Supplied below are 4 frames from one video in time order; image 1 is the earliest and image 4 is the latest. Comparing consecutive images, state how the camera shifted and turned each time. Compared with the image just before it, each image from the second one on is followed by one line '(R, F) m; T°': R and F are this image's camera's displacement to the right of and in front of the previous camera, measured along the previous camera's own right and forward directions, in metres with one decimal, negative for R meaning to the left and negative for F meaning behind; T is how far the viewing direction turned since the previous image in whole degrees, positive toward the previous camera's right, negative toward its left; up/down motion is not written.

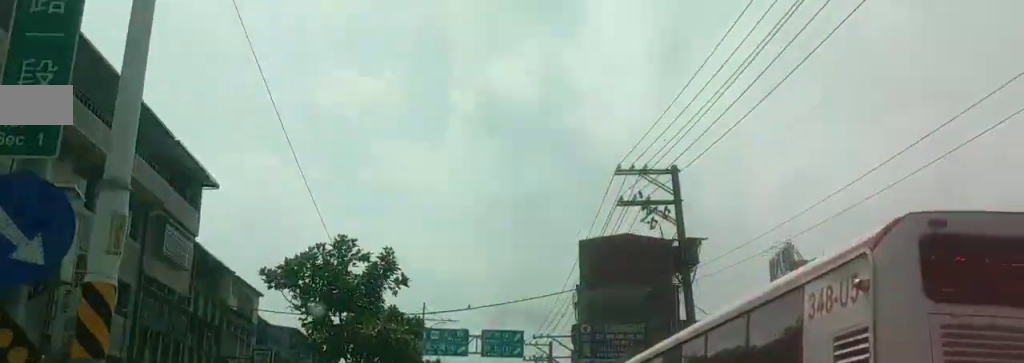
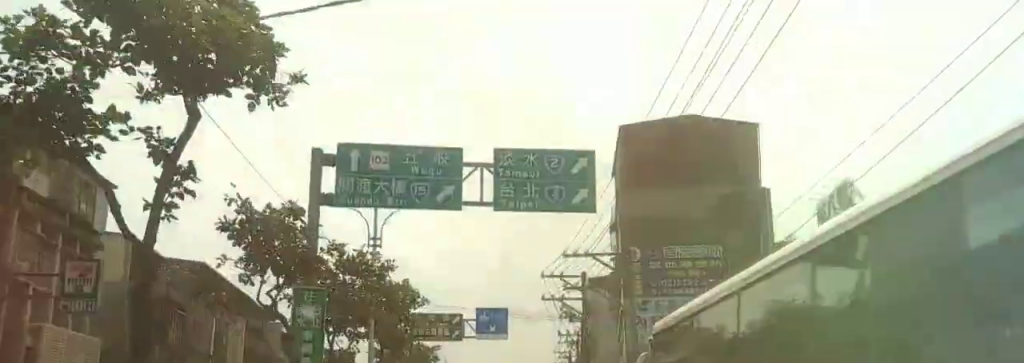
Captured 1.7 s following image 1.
(0.0, +21.1) m; 0°
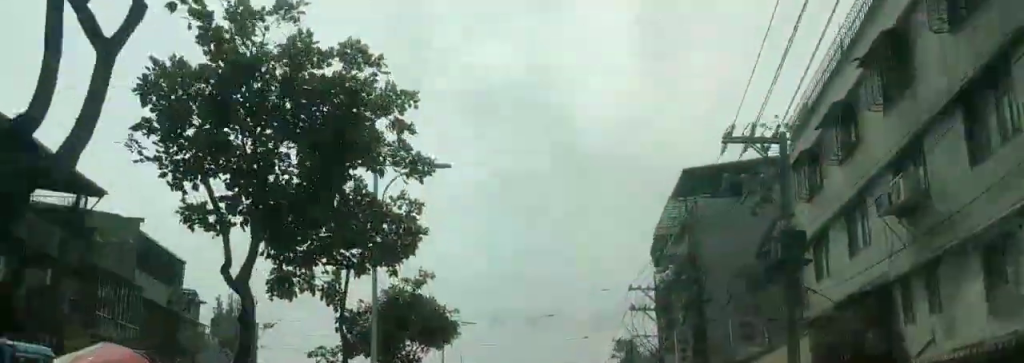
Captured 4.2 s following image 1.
(0.0, +33.0) m; 0°
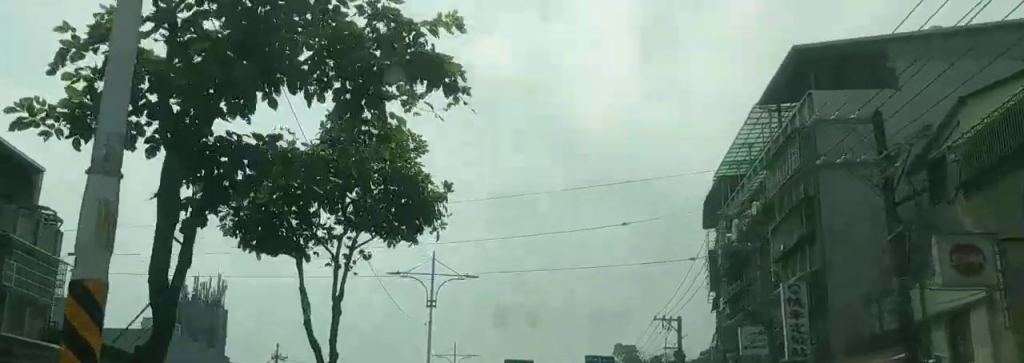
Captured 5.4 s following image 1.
(0.0, +16.7) m; +2°
